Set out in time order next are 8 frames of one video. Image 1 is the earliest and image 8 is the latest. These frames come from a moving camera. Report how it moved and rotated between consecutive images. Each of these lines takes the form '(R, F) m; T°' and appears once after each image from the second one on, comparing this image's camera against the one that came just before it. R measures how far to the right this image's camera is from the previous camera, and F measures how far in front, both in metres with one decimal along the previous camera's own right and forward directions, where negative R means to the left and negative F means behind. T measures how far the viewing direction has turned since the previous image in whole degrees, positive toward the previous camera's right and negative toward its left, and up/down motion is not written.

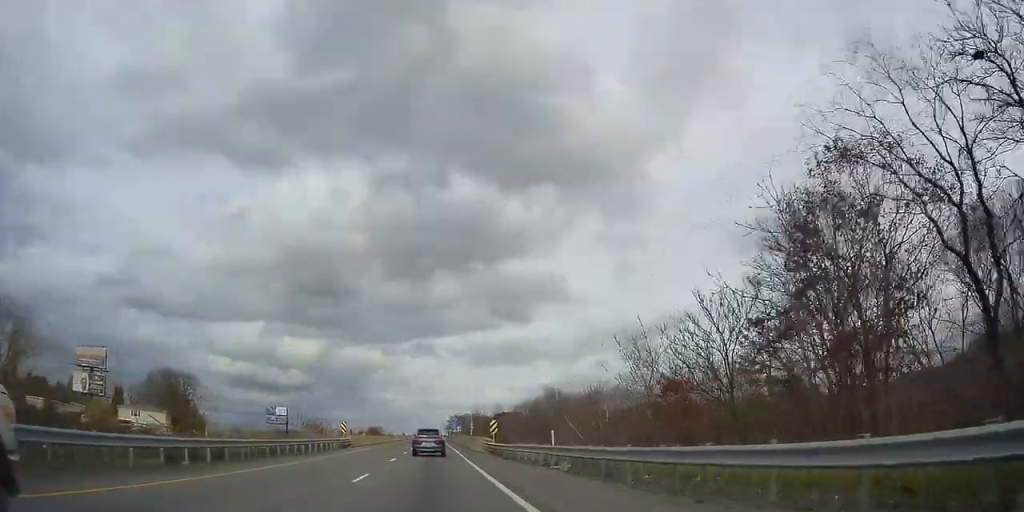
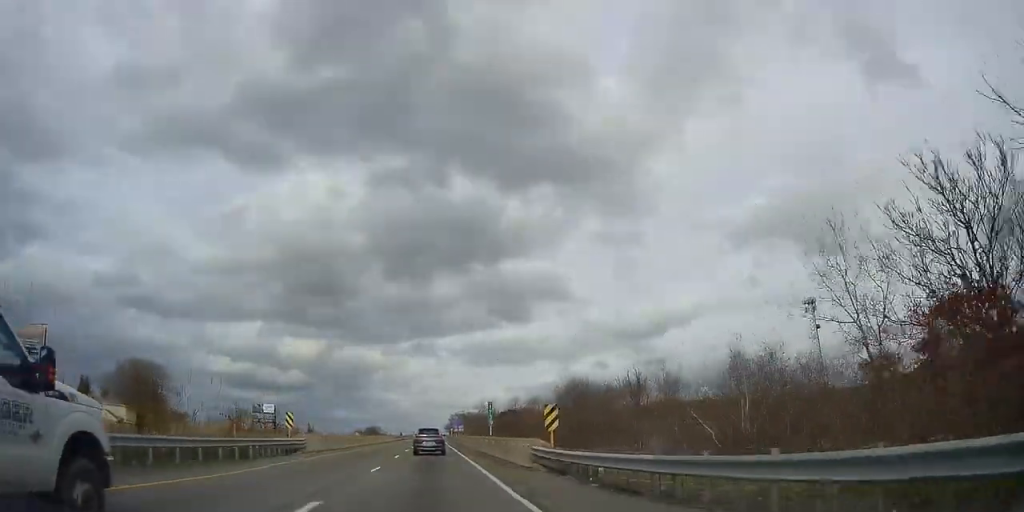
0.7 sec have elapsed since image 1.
(-0.1, +19.9) m; -1°
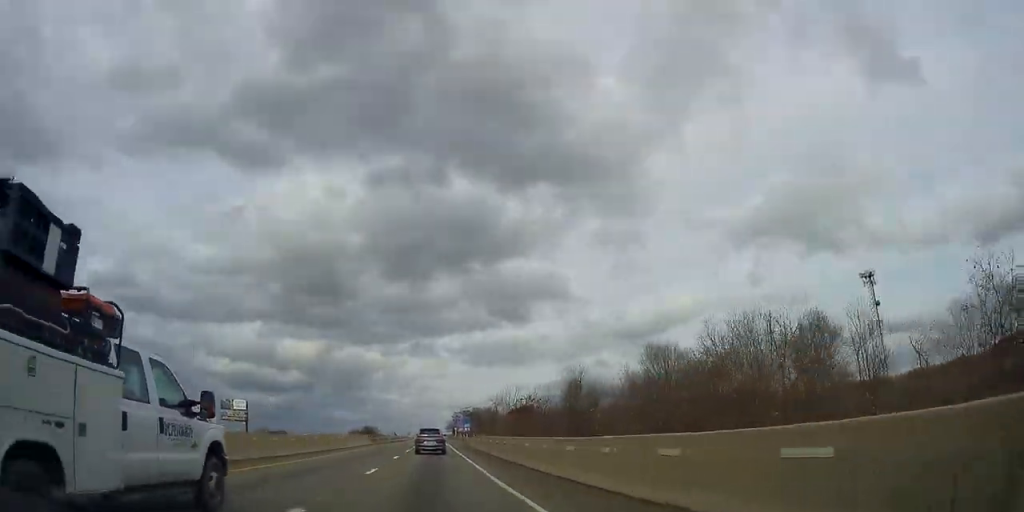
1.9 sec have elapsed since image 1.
(-0.4, +36.9) m; 0°
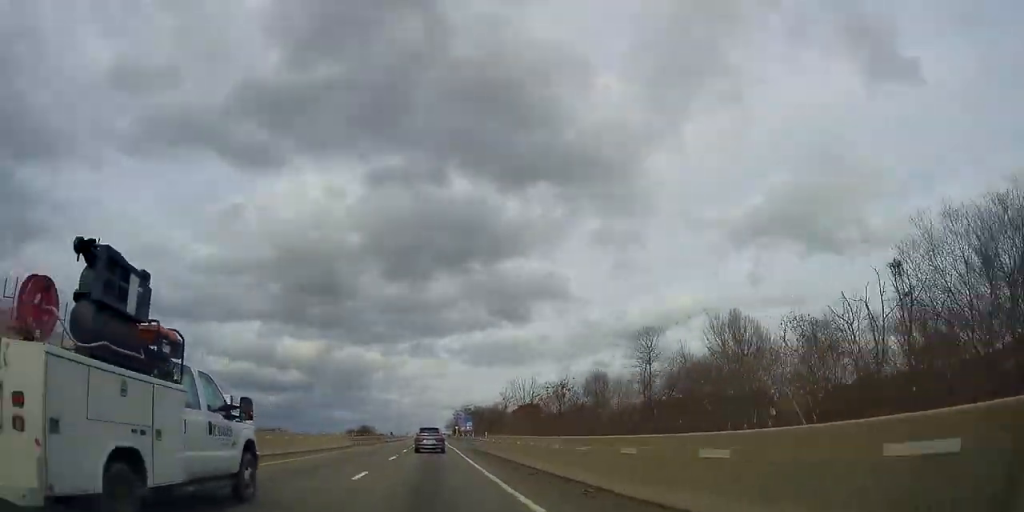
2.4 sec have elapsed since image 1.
(+0.1, +15.5) m; 0°
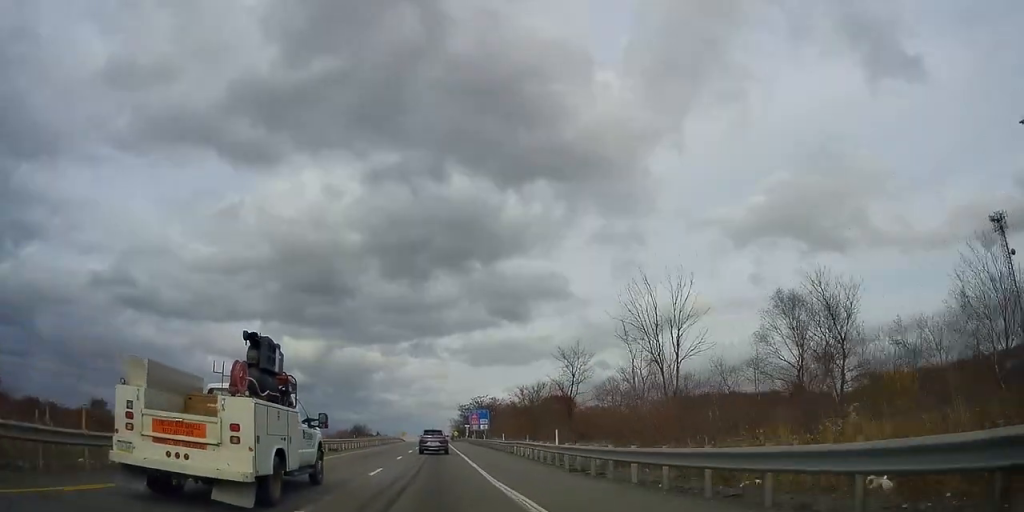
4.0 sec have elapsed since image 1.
(+0.4, +46.2) m; +1°
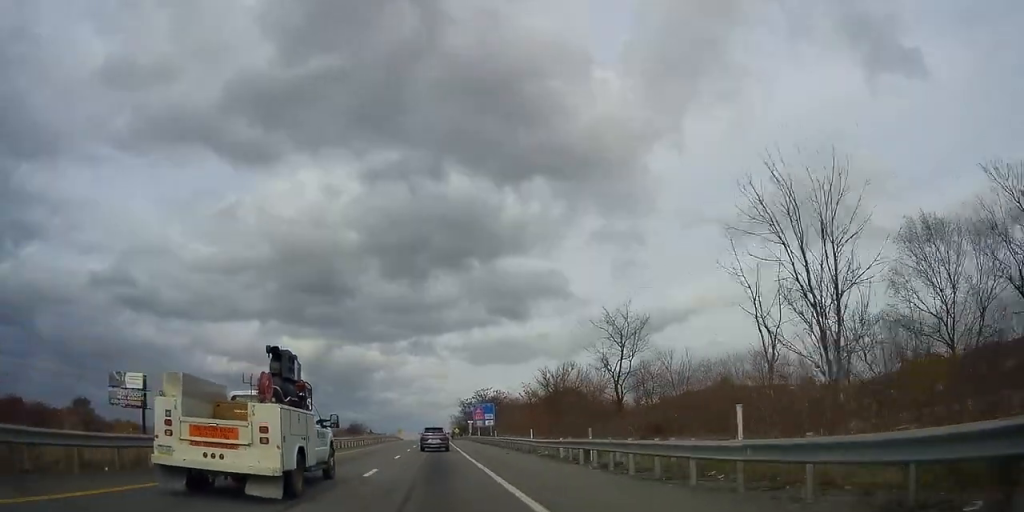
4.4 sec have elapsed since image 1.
(+0.1, +13.9) m; 0°
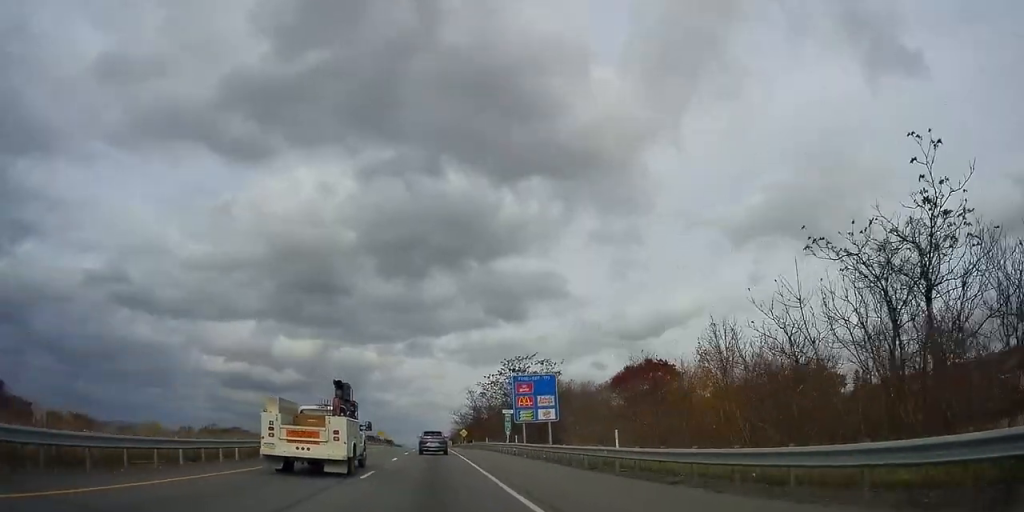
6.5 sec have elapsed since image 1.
(-1.2, +59.8) m; 0°
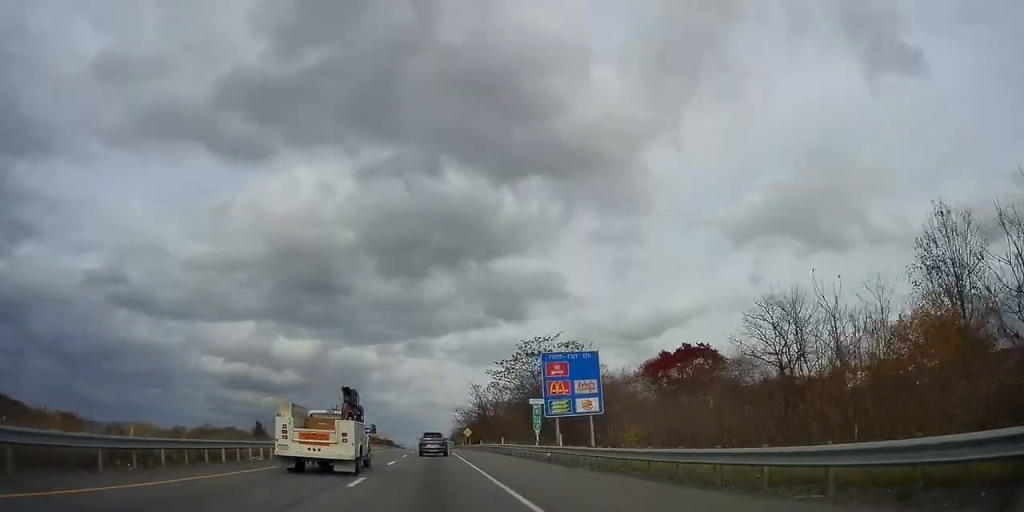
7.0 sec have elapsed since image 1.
(+0.3, +14.3) m; +1°
